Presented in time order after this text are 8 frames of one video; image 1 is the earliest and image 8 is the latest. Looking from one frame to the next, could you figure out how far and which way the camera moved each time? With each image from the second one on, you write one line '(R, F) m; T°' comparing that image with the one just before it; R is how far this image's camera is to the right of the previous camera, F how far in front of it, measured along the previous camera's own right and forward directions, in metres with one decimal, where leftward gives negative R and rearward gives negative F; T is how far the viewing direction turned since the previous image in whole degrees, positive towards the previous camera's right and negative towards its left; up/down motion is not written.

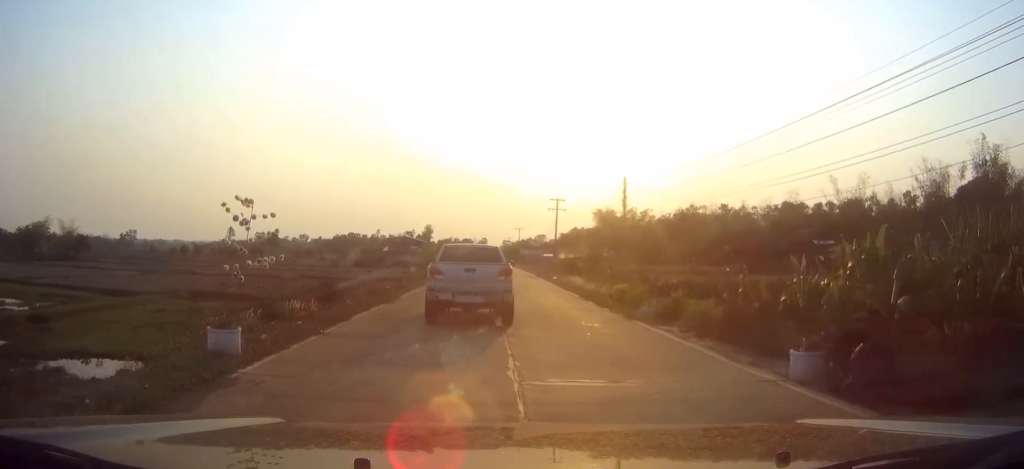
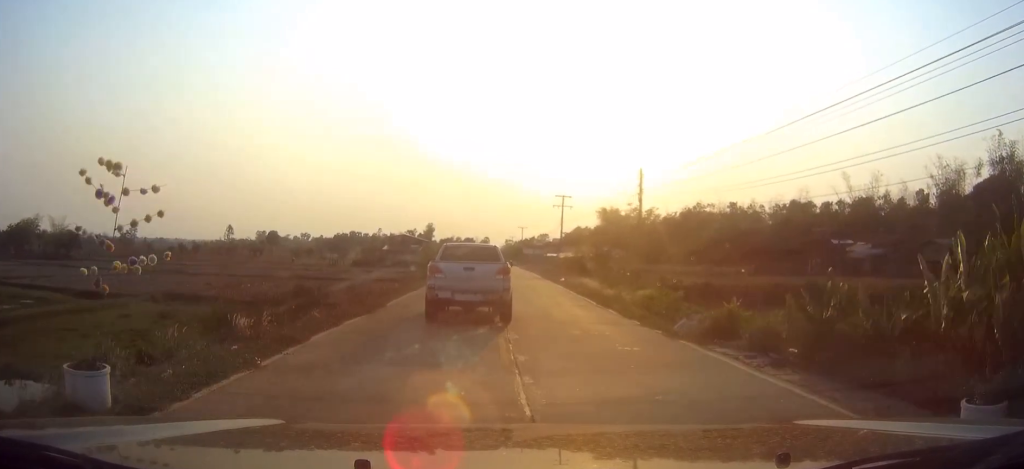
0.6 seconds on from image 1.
(0.0, +4.2) m; 0°
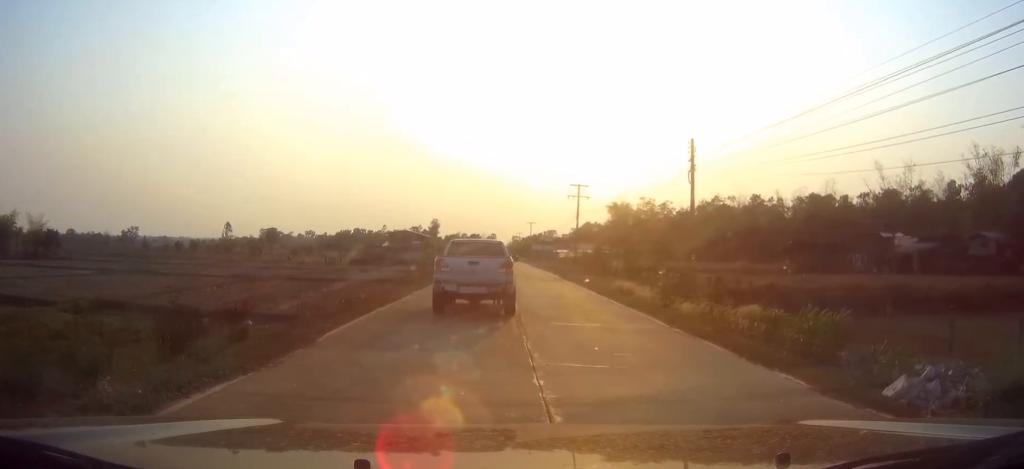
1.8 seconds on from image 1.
(0.0, +9.2) m; -1°
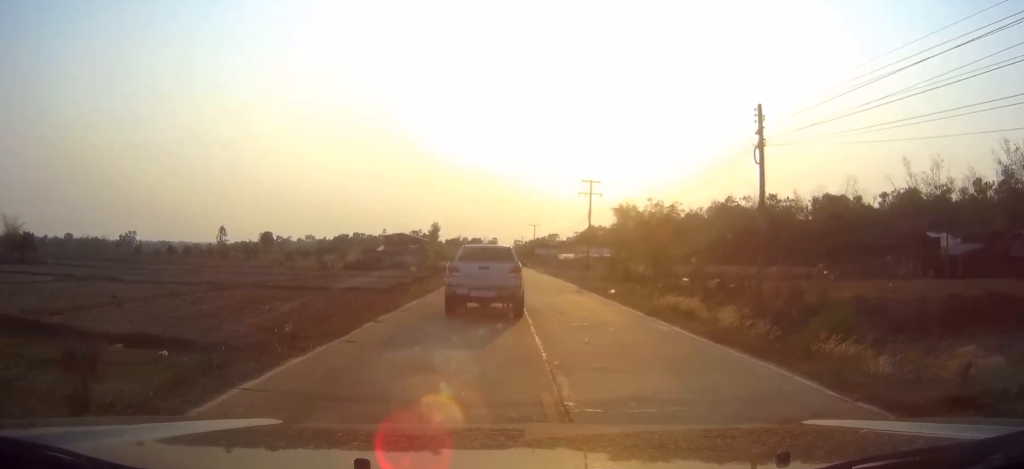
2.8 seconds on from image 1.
(-0.1, +7.9) m; -1°
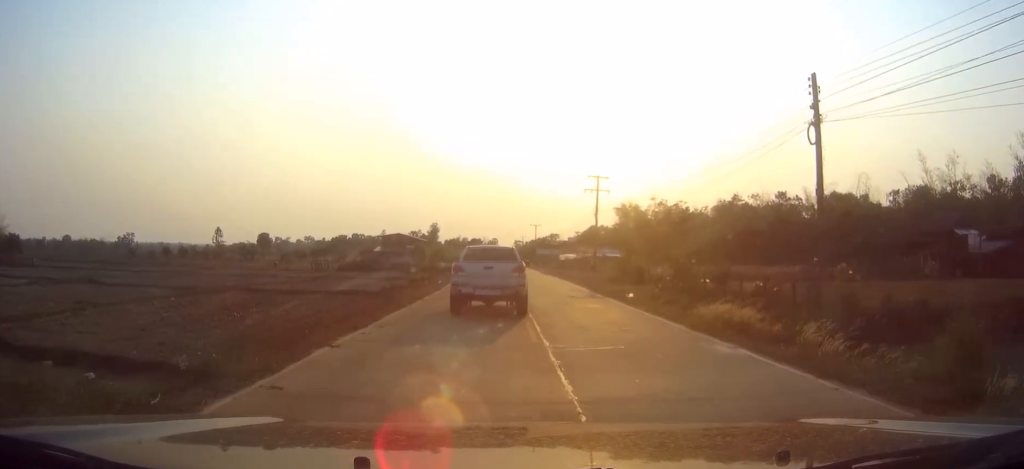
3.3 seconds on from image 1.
(0.0, +4.3) m; +1°
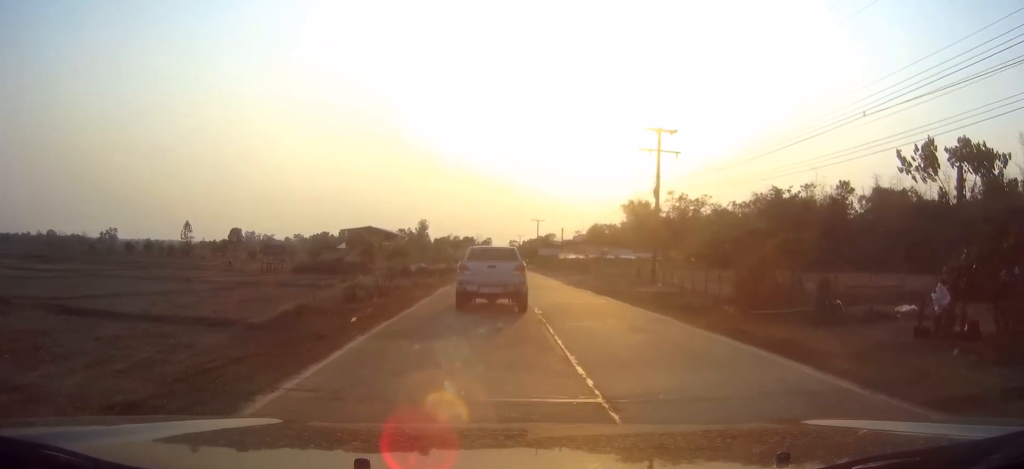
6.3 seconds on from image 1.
(-0.1, +25.8) m; -1°
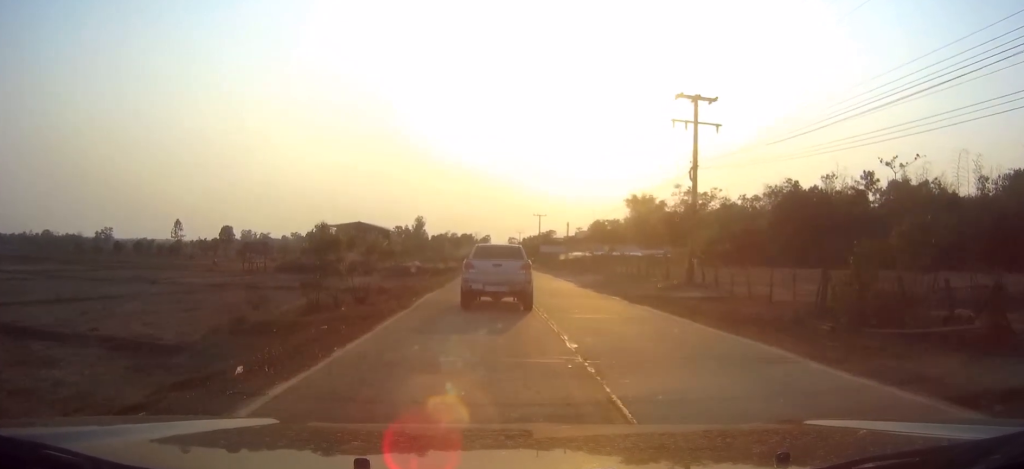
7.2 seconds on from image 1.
(0.0, +7.8) m; +1°
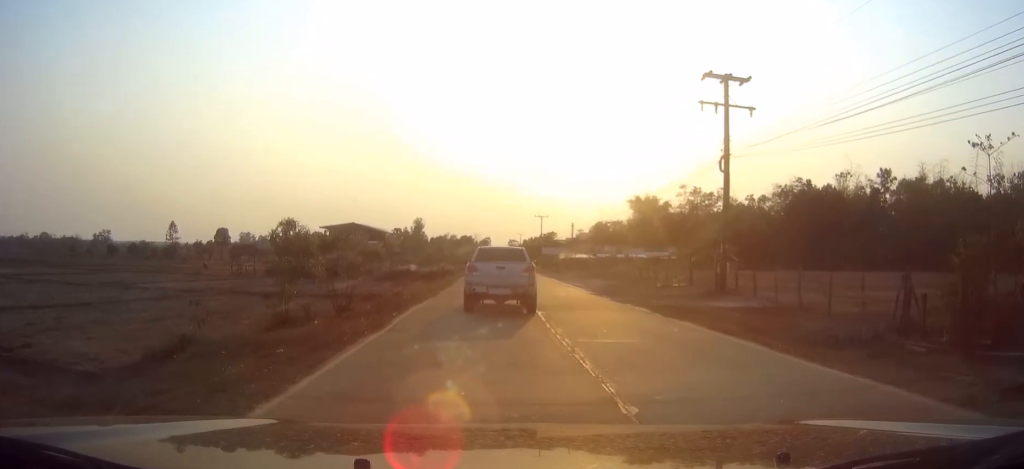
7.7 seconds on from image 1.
(0.0, +4.5) m; +1°
